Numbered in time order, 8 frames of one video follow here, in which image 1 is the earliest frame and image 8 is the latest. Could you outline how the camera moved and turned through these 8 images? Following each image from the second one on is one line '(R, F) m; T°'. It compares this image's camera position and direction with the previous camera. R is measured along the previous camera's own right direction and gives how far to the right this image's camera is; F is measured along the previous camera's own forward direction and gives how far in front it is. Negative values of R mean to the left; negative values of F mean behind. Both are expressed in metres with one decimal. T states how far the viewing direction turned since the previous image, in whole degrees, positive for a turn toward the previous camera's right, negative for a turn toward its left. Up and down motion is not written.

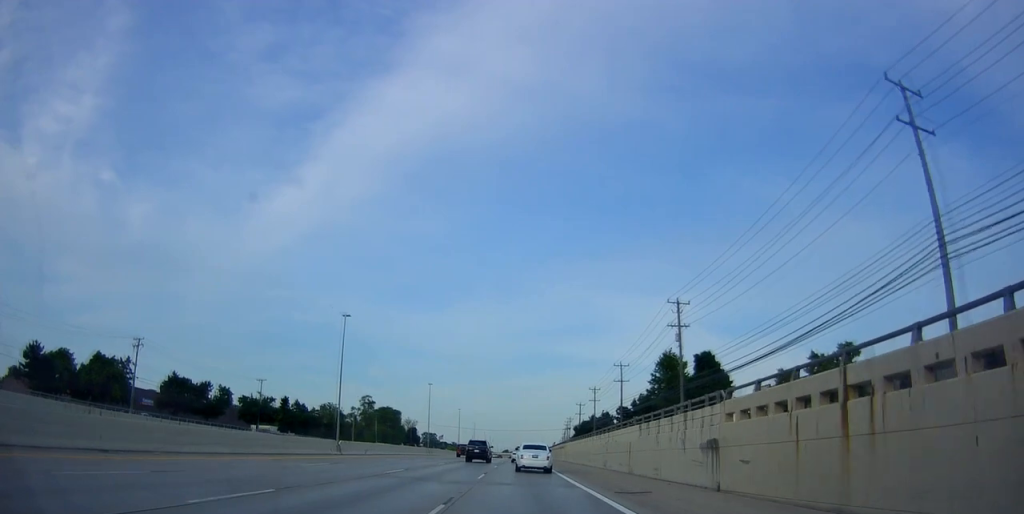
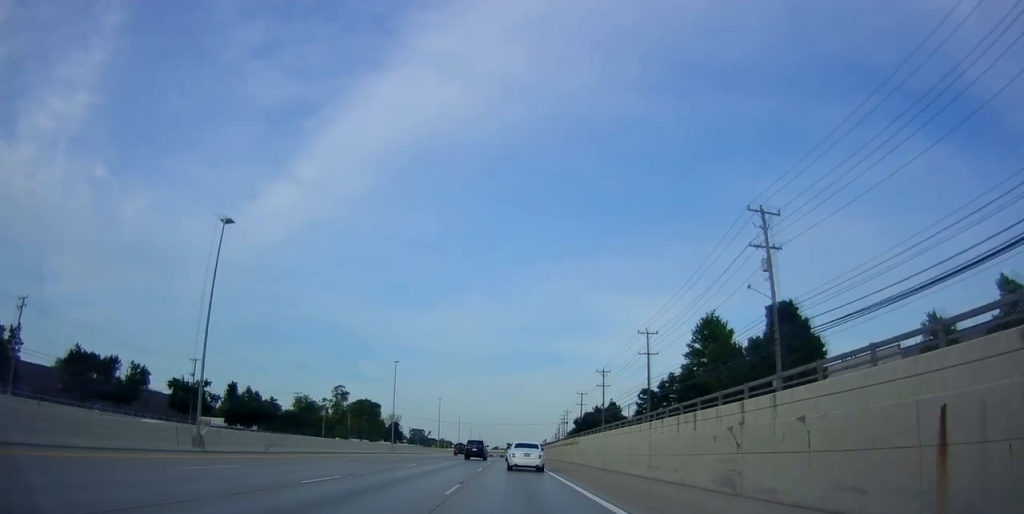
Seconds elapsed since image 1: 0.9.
(0.0, +24.3) m; 0°
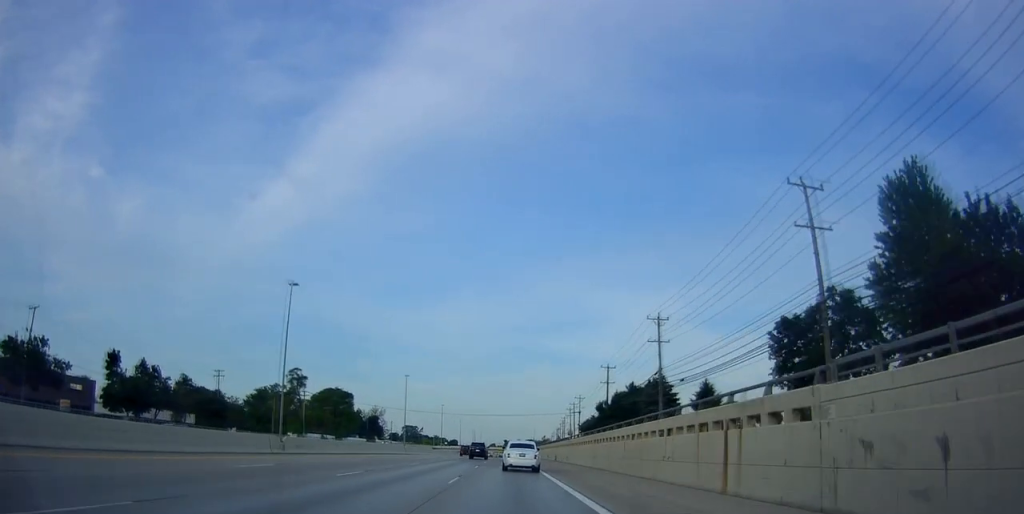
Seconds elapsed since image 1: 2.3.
(+0.6, +41.1) m; +2°
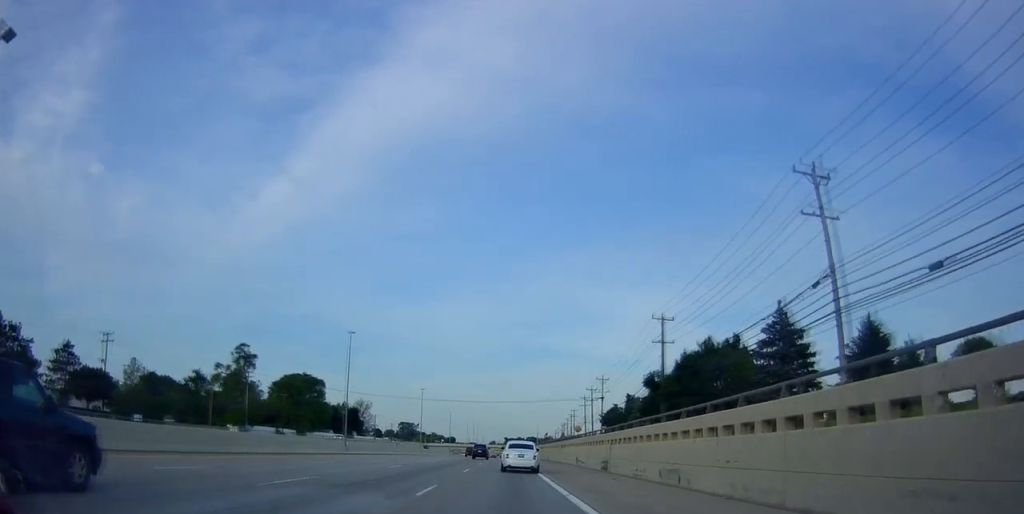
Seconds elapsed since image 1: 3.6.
(-0.2, +35.5) m; -1°
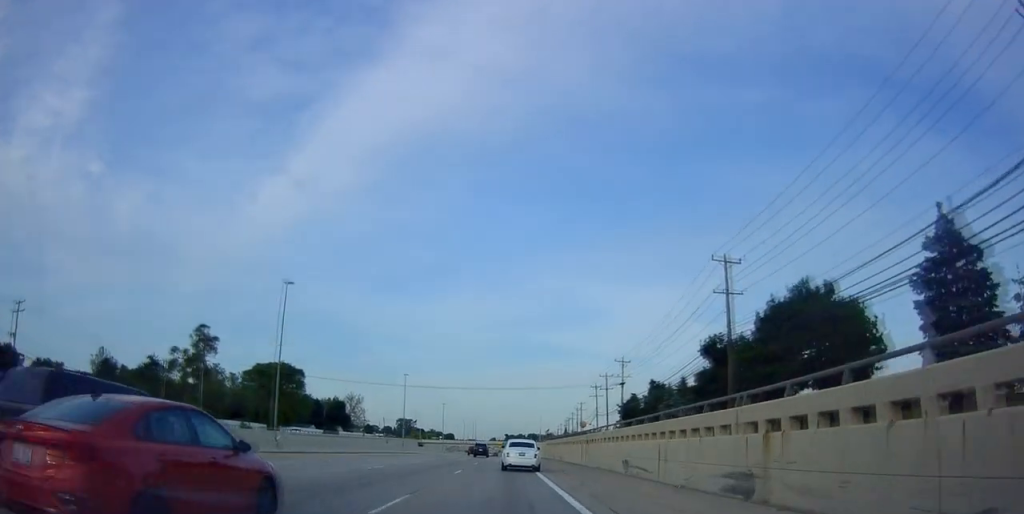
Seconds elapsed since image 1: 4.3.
(-0.4, +19.5) m; 0°
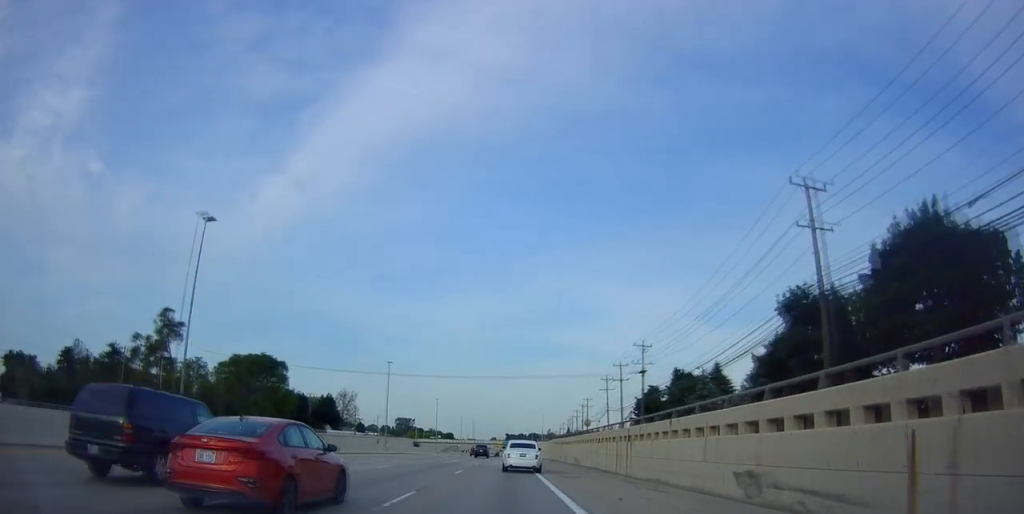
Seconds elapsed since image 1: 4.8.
(+0.2, +13.9) m; 0°
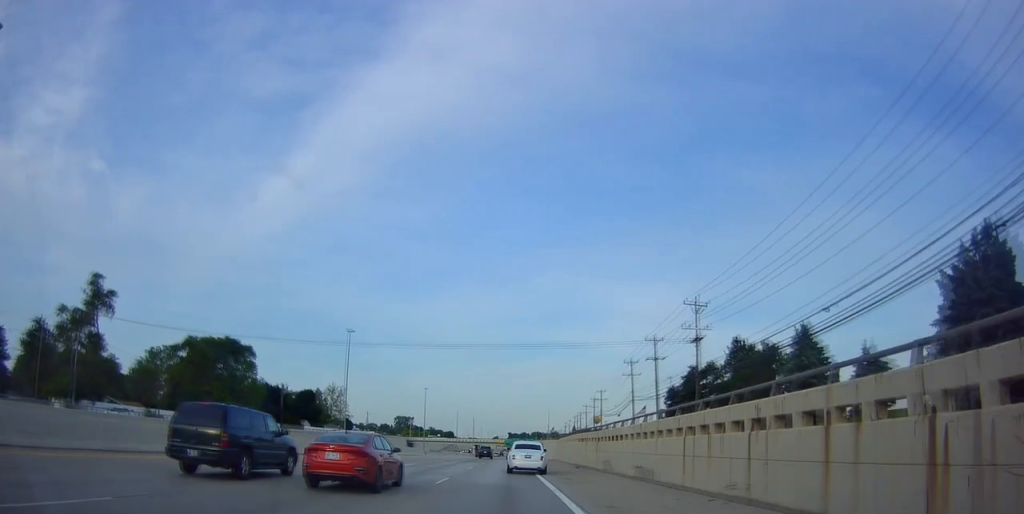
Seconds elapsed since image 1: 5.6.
(+0.3, +22.1) m; +1°
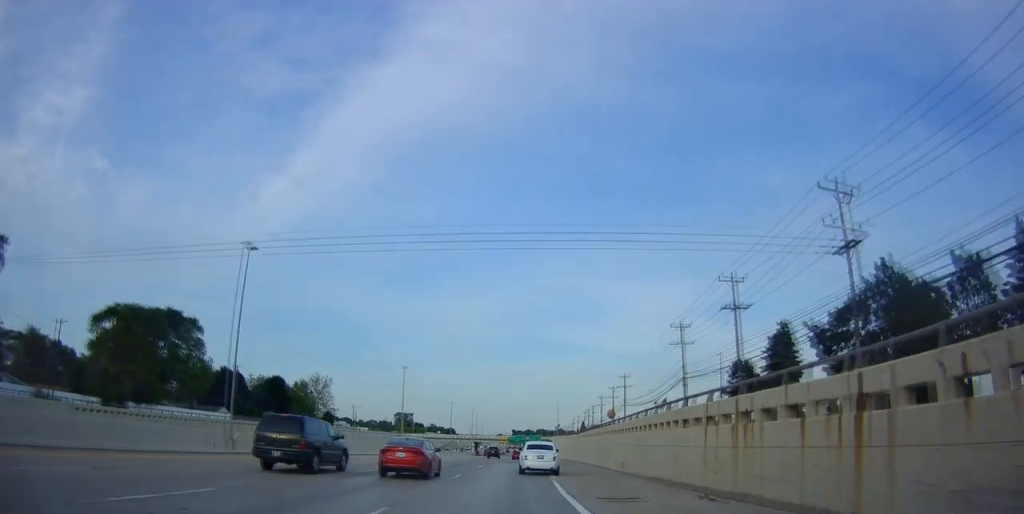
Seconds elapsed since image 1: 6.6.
(0.0, +26.7) m; 0°
